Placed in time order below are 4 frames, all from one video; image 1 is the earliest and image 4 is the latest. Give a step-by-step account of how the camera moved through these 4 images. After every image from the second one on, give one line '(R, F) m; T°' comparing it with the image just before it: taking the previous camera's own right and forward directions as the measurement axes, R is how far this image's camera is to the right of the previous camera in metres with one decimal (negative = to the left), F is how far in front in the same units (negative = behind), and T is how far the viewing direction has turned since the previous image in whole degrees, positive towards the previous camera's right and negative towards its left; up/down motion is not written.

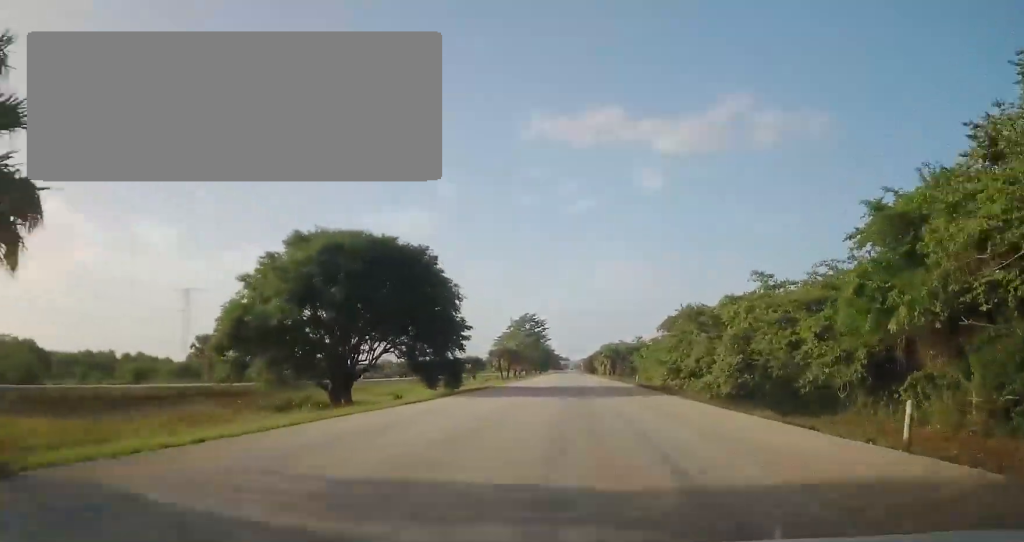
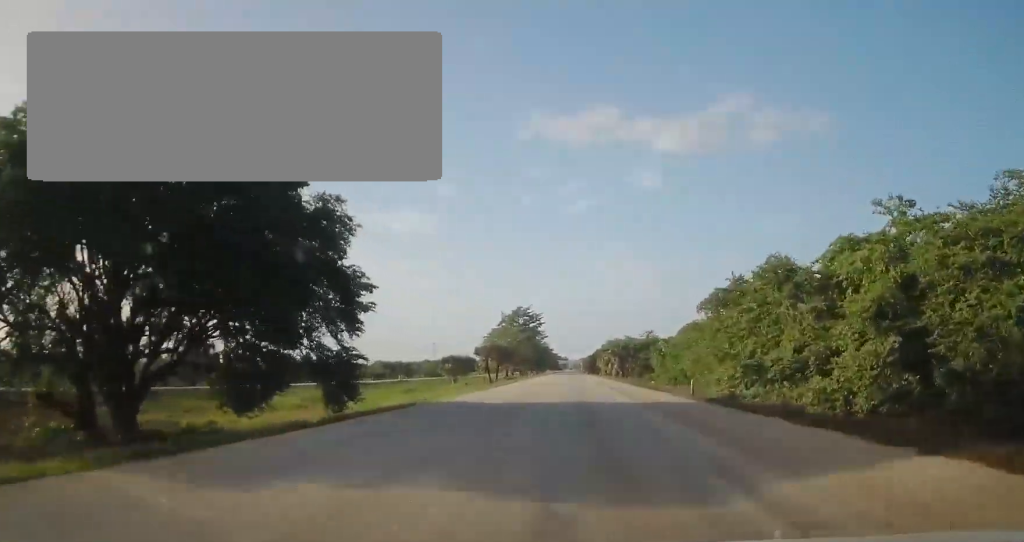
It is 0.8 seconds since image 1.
(0.0, +22.2) m; 0°
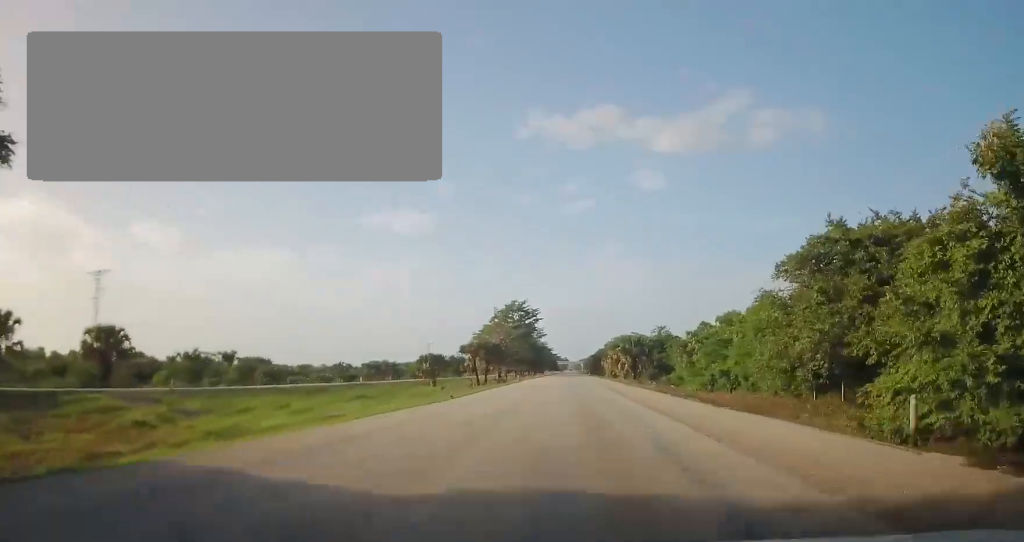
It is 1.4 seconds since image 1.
(0.0, +17.9) m; 0°
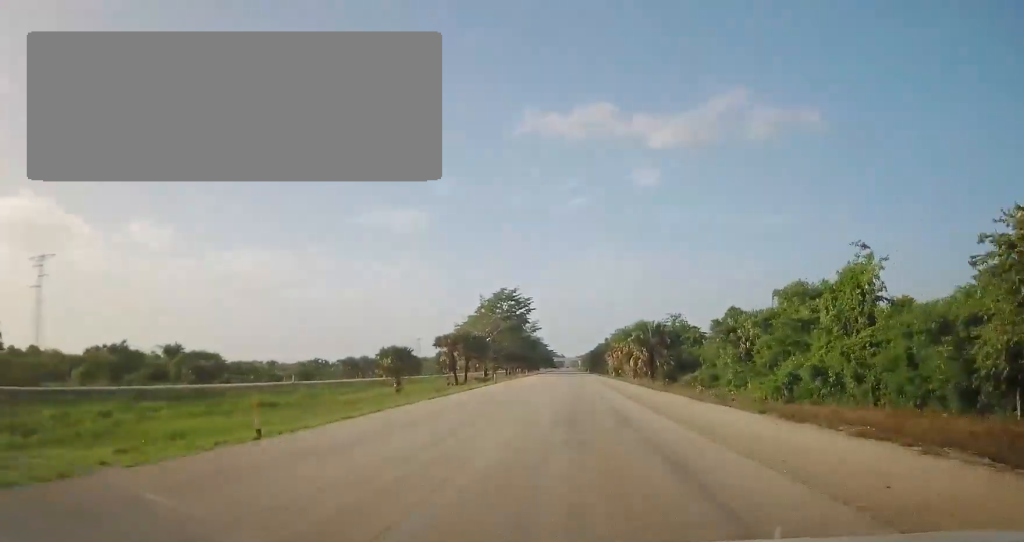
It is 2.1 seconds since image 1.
(0.0, +19.3) m; 0°
